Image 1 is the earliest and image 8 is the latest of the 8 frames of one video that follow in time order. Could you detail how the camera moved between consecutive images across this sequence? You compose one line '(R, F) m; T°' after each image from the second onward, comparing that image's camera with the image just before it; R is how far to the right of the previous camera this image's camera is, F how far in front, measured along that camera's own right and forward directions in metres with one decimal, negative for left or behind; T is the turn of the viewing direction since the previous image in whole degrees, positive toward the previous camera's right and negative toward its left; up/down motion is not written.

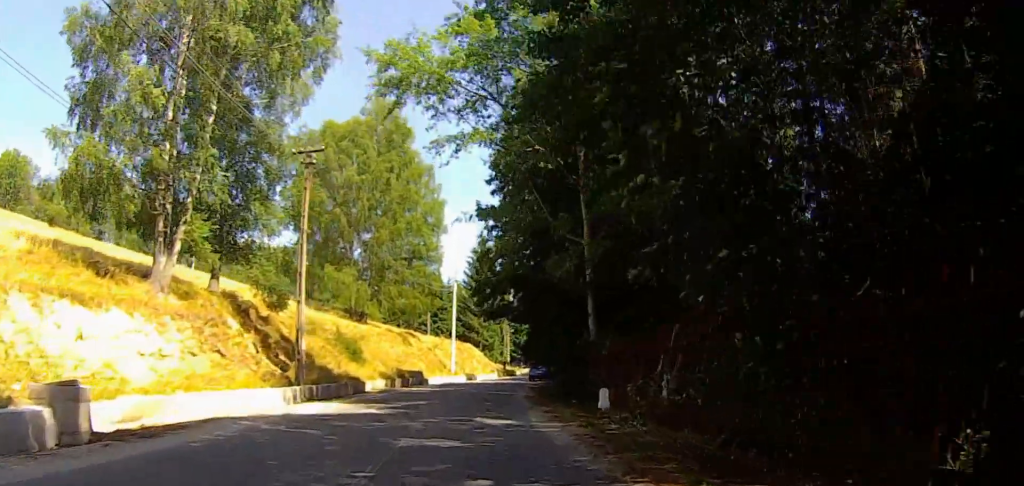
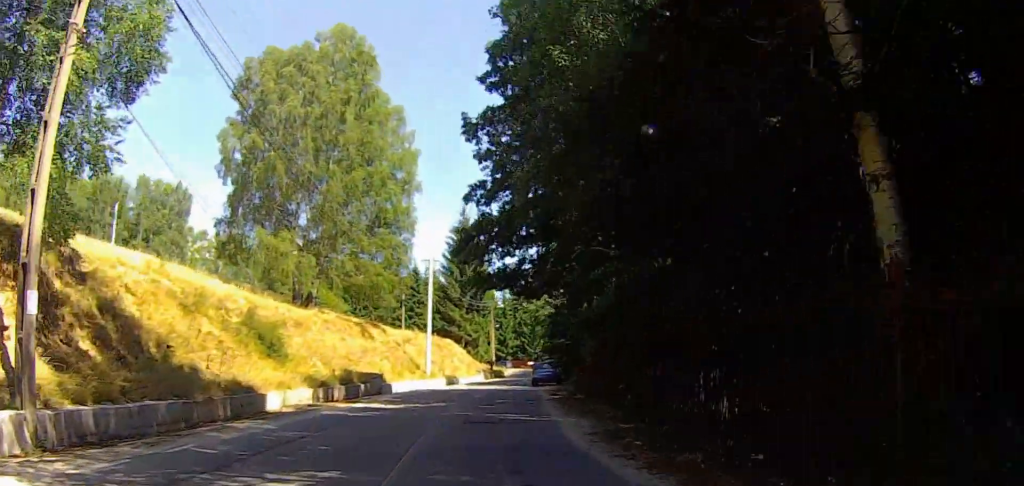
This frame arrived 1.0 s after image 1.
(-1.2, +15.4) m; +3°
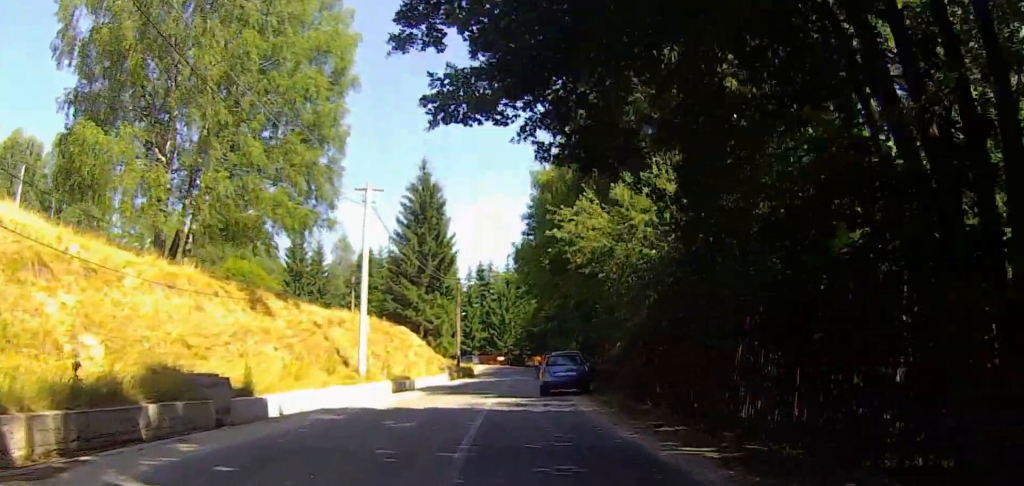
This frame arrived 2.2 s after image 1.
(+2.5, +18.8) m; +7°
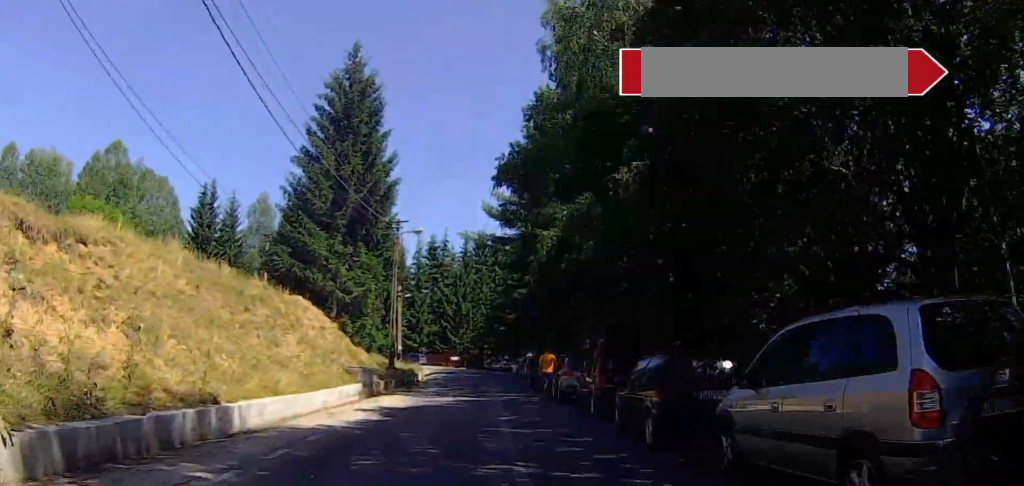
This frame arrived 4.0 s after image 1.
(-2.2, +26.3) m; 0°
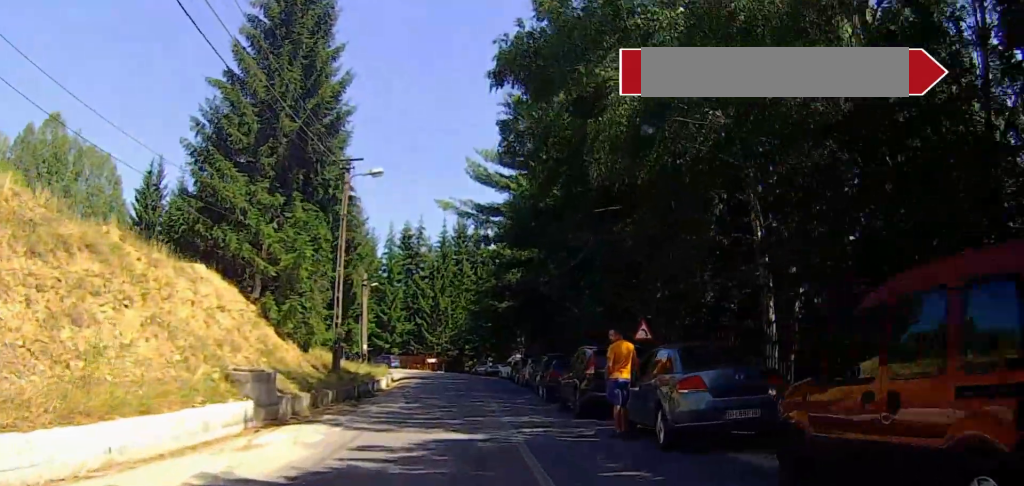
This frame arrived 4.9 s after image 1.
(+1.1, +12.7) m; +6°
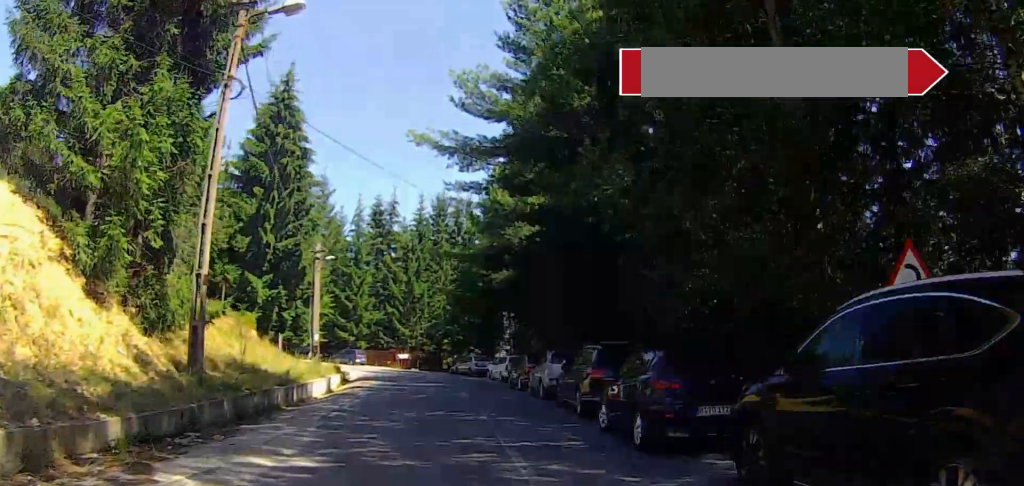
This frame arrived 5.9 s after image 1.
(+0.4, +13.5) m; +3°
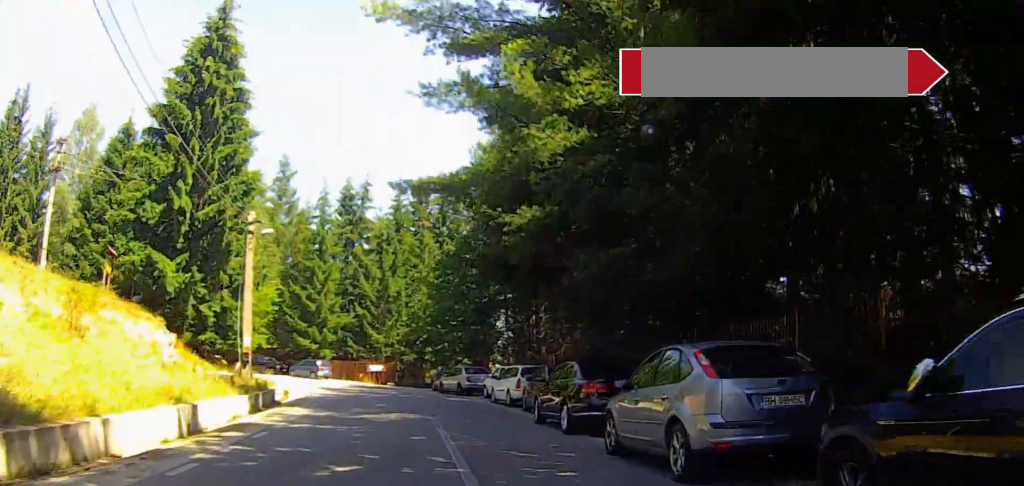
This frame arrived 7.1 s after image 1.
(+0.3, +13.6) m; -5°
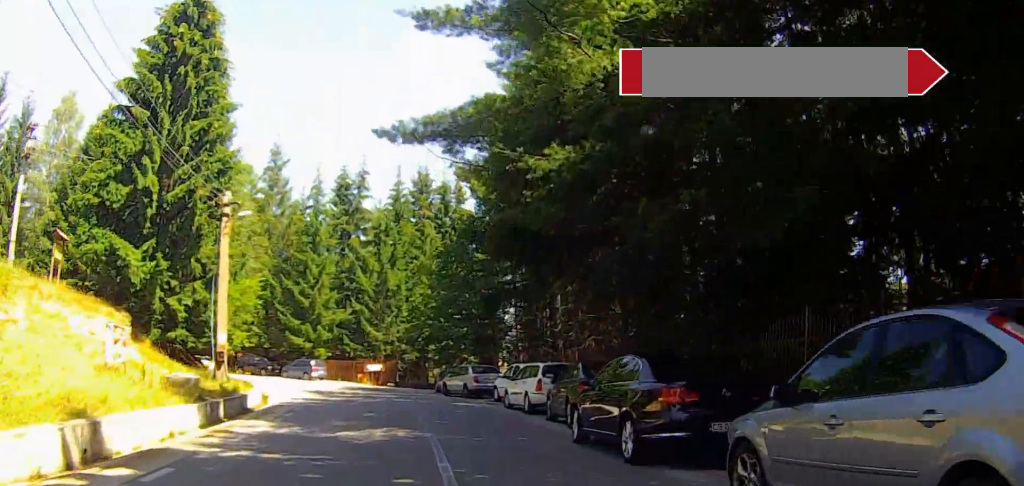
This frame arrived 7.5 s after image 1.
(-0.3, +4.4) m; -1°
